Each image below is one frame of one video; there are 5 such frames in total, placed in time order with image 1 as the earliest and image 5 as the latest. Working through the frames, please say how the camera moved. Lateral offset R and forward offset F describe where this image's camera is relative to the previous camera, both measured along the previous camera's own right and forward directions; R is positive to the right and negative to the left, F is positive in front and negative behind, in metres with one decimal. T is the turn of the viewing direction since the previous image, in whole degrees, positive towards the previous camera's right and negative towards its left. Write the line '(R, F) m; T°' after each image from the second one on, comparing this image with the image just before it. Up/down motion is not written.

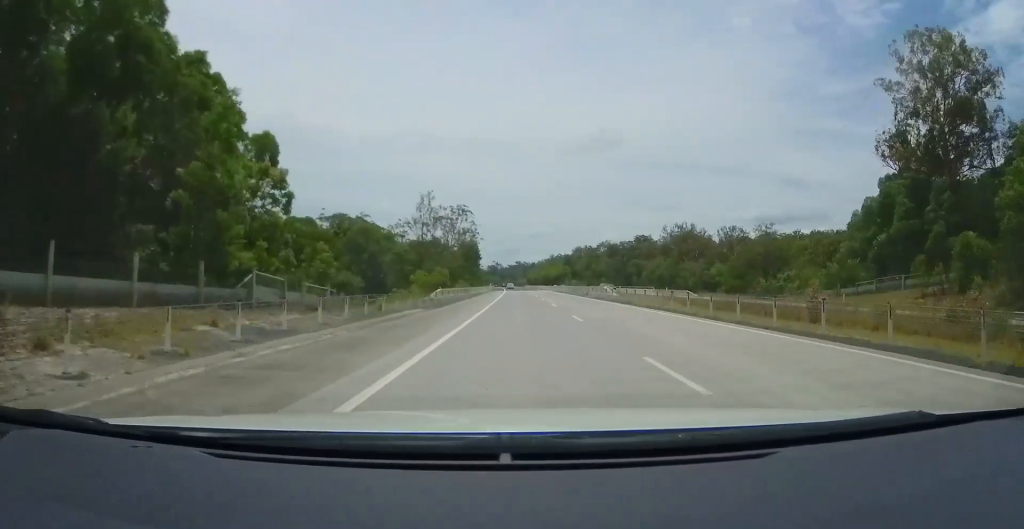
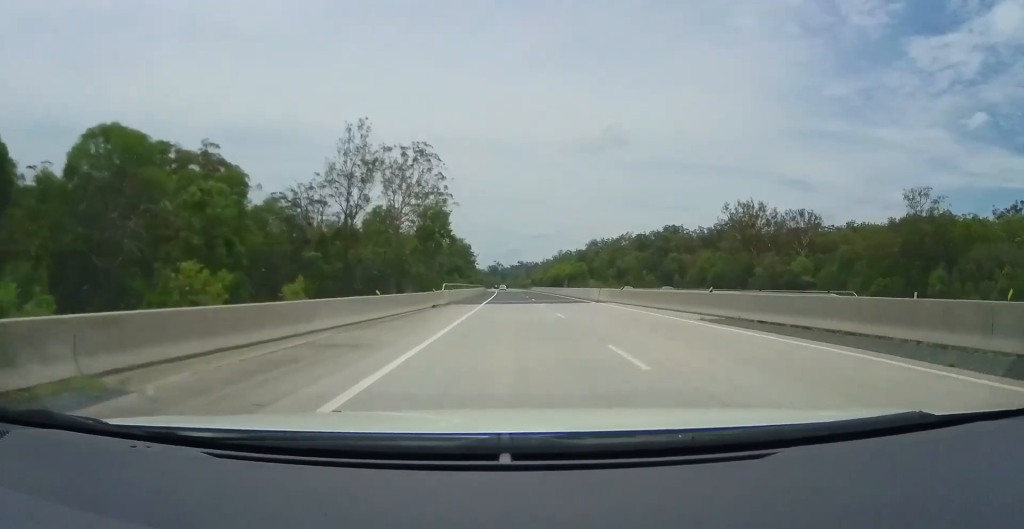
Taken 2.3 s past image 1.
(-1.0, +69.4) m; -1°
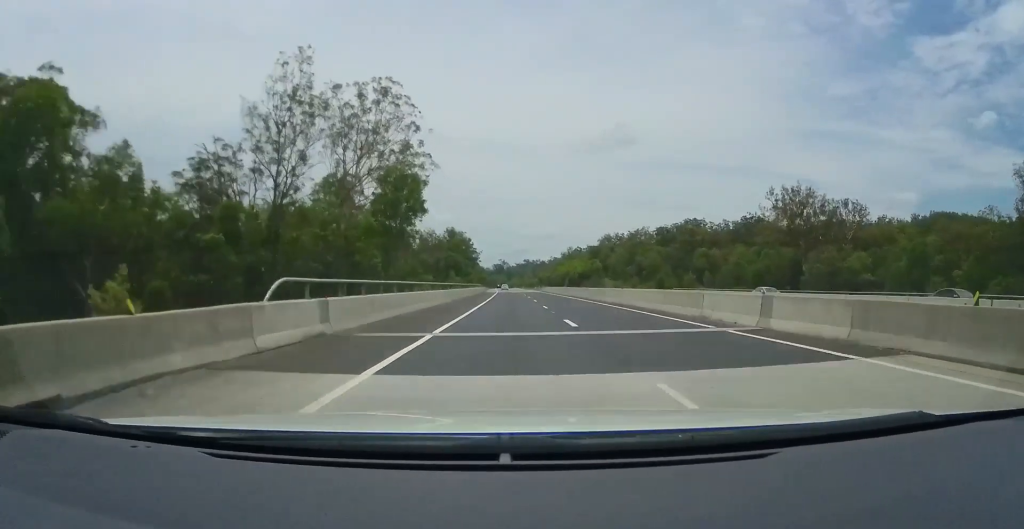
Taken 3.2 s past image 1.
(+0.4, +27.5) m; 0°
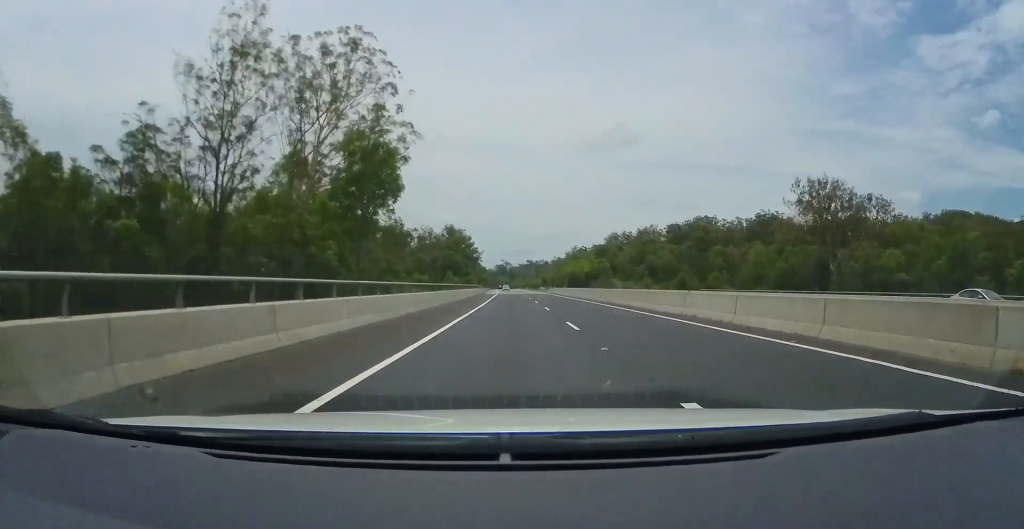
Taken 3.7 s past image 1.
(-0.2, +13.2) m; 0°
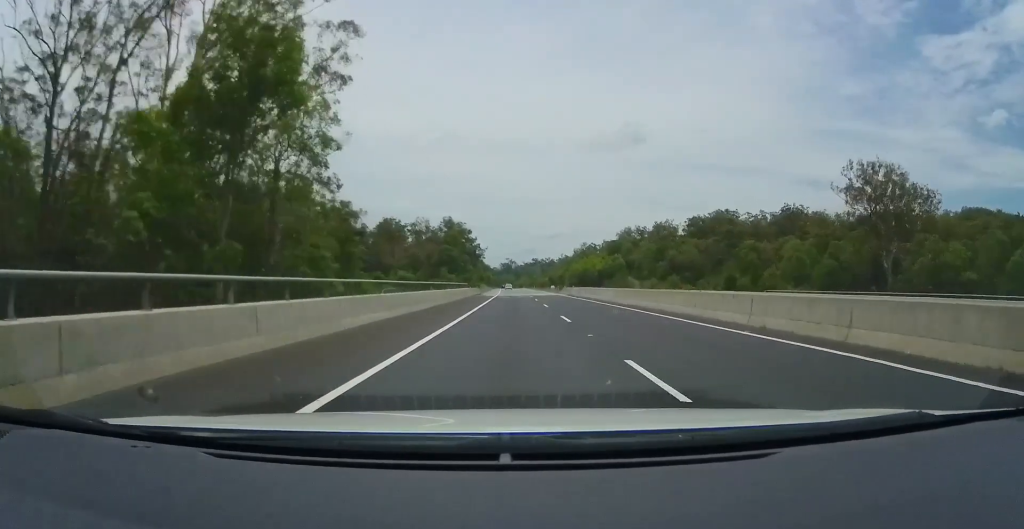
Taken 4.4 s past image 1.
(-0.3, +21.6) m; -1°
